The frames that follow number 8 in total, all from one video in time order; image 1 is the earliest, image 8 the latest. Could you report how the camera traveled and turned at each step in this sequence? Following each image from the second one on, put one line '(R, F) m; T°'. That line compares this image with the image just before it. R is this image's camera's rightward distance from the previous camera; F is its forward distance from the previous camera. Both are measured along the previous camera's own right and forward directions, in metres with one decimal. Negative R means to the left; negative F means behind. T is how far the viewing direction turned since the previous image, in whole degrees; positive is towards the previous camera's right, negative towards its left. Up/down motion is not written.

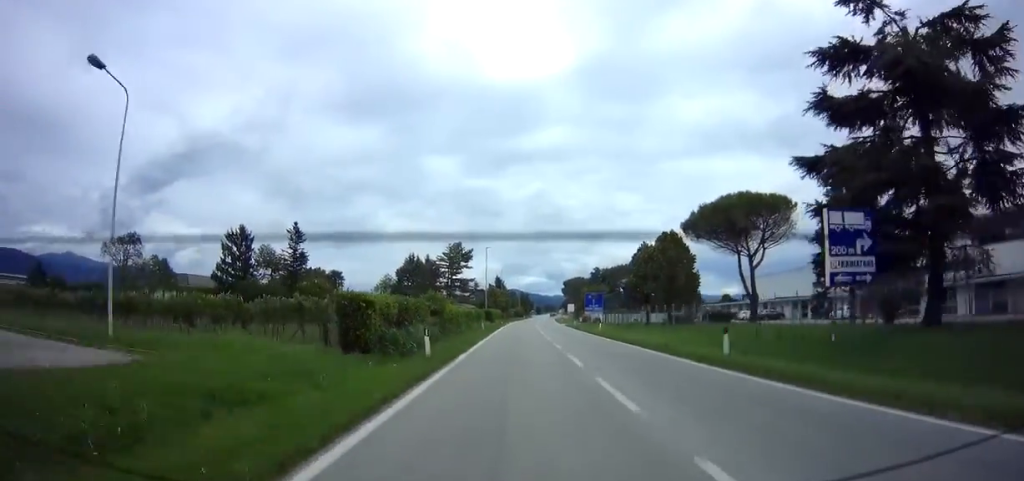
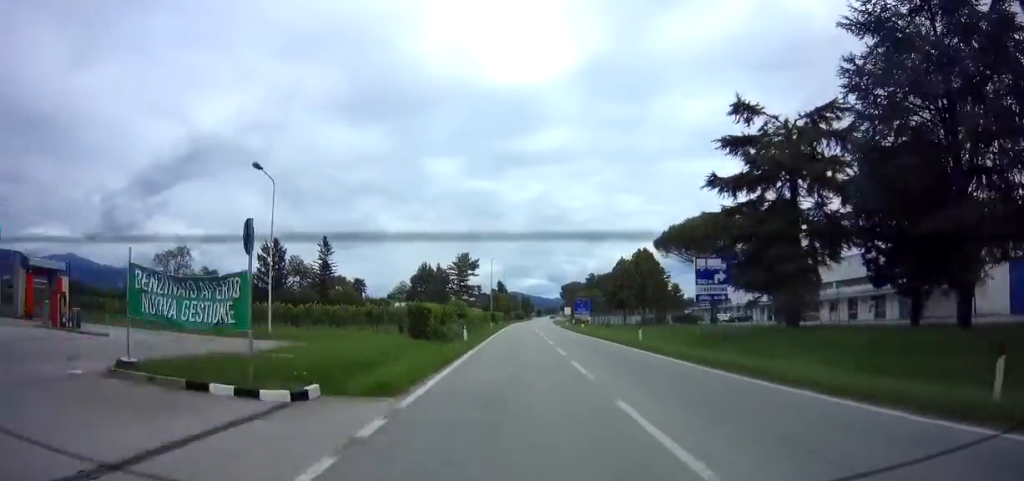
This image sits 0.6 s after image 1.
(-0.1, +11.8) m; -1°
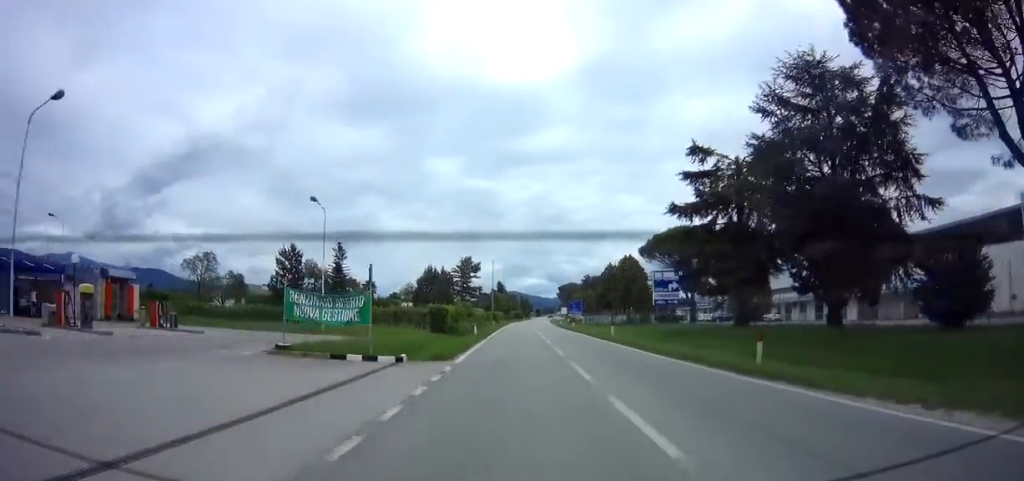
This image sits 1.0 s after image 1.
(0.0, +8.5) m; 0°
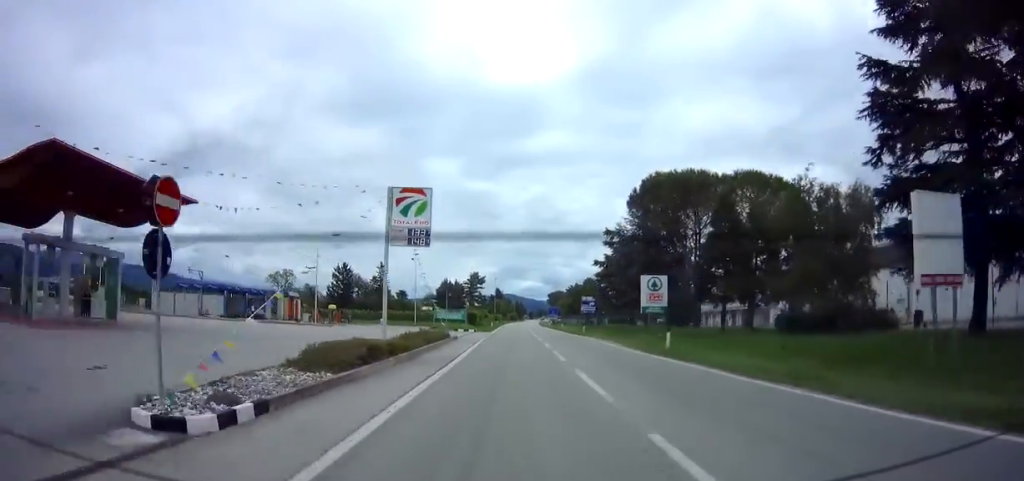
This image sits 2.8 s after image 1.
(0.0, +34.0) m; 0°
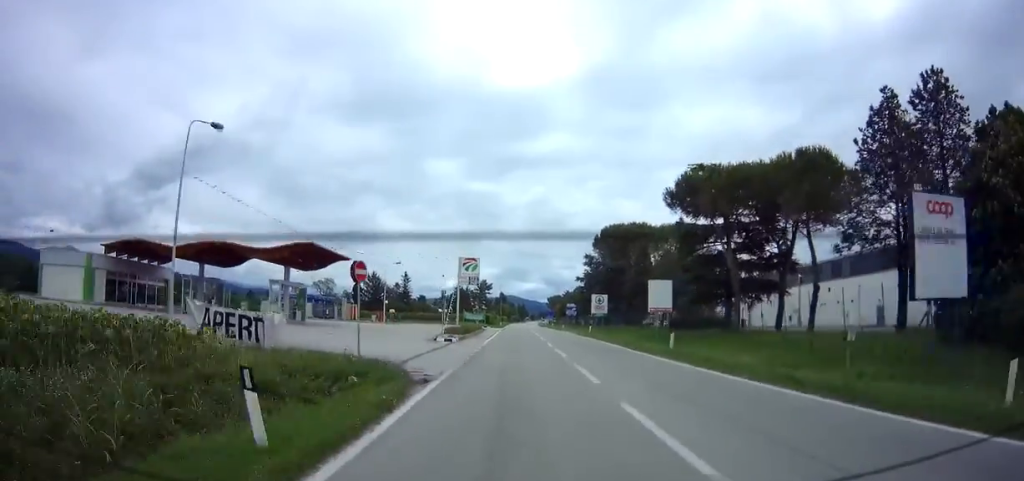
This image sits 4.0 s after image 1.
(0.0, +24.8) m; 0°
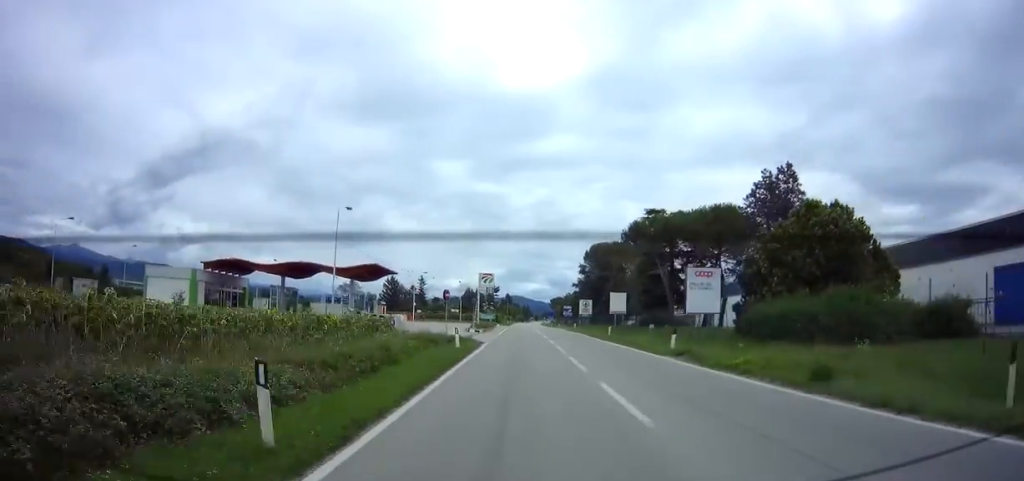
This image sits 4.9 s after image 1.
(0.0, +17.6) m; +1°
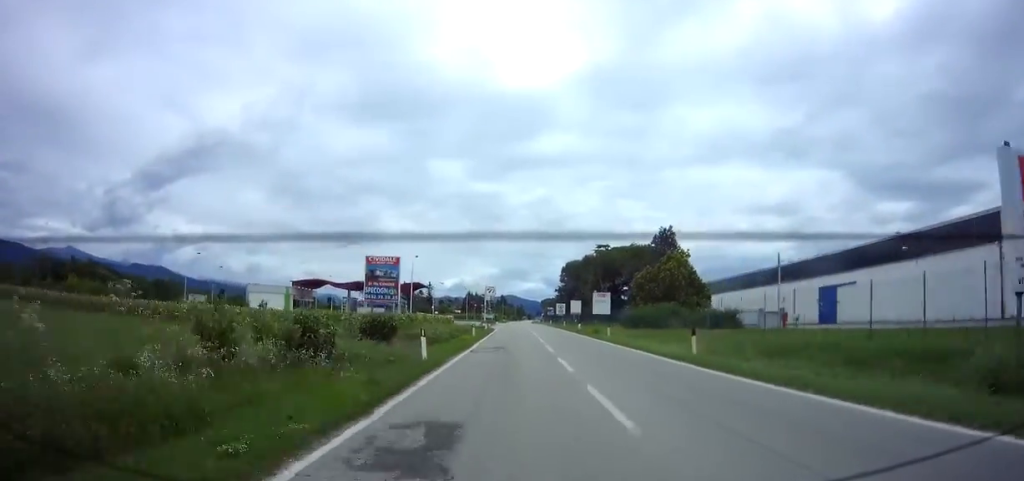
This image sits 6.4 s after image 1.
(+0.5, +29.3) m; +1°
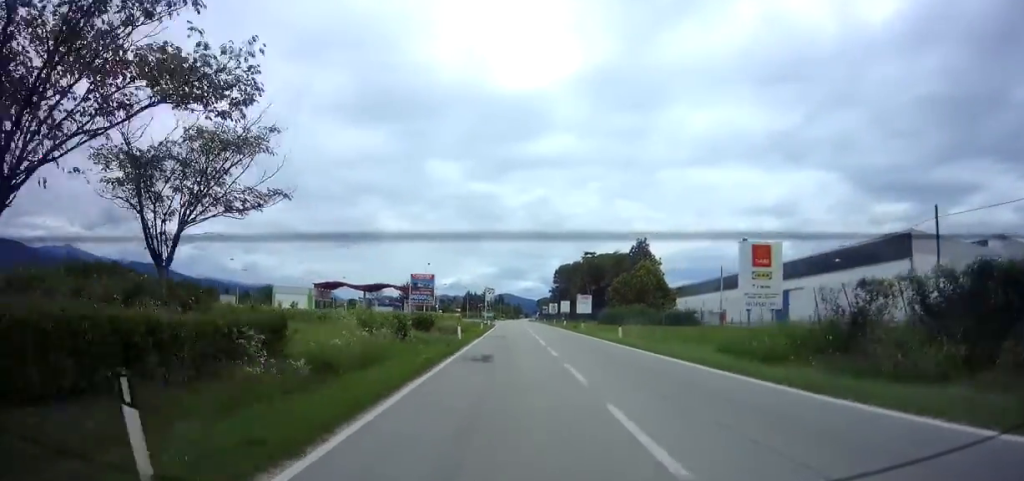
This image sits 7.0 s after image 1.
(-0.2, +11.7) m; 0°
